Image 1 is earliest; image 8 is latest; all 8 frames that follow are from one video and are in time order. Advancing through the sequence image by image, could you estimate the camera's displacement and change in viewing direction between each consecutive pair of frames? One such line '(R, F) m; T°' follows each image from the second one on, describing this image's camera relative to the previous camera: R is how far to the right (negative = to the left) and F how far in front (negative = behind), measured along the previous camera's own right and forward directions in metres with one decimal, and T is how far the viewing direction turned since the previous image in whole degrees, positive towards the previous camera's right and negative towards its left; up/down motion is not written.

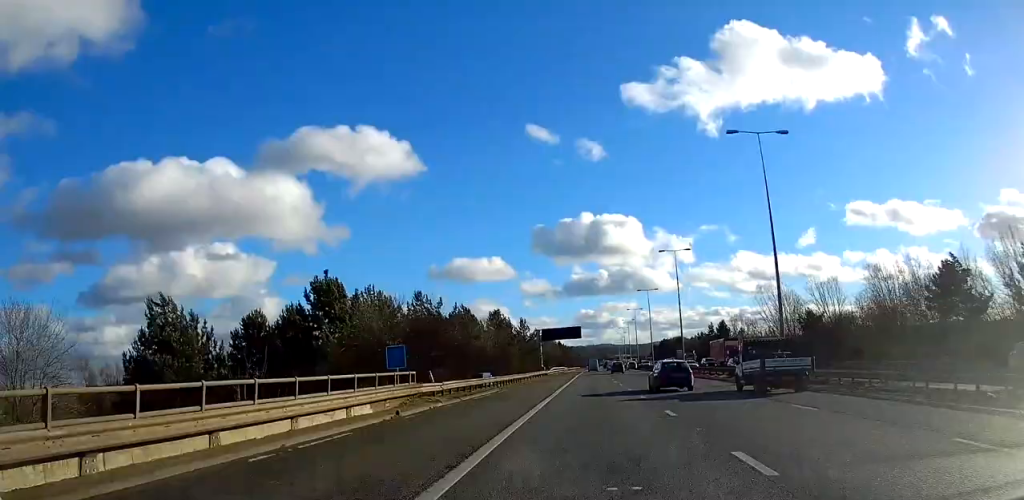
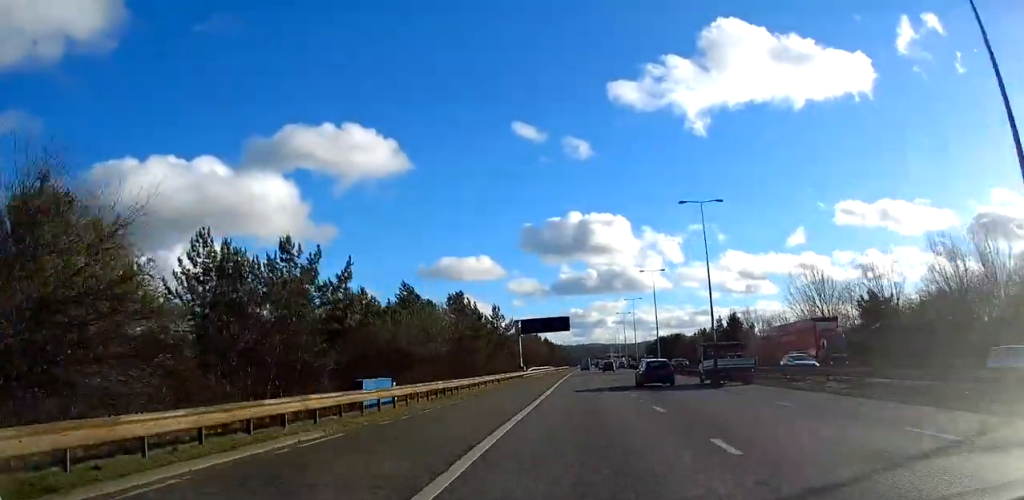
(0.0, +24.8) m; 0°
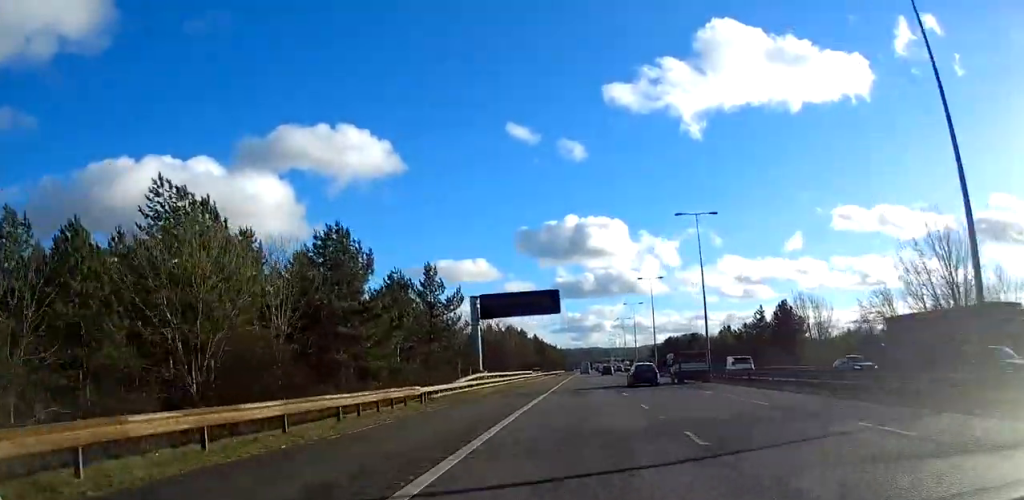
(+0.2, +41.6) m; 0°
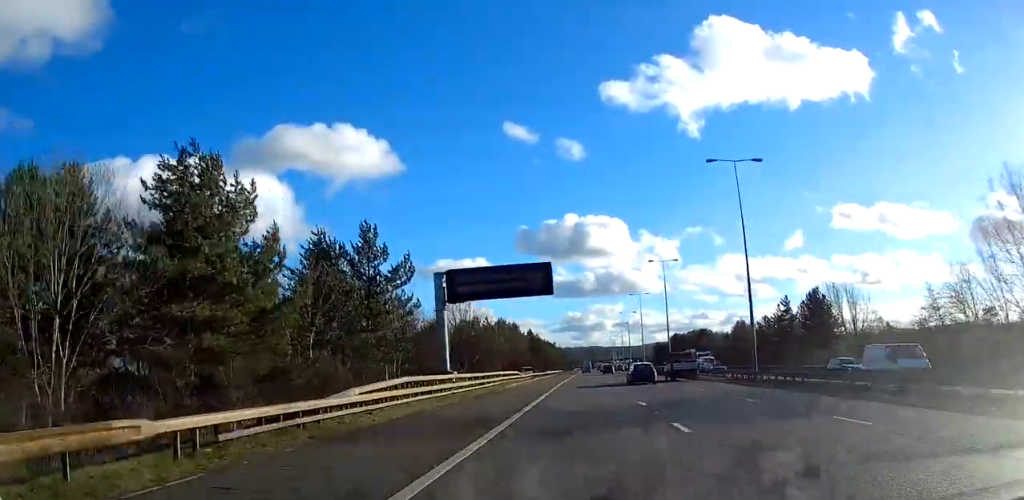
(0.0, +16.0) m; 0°
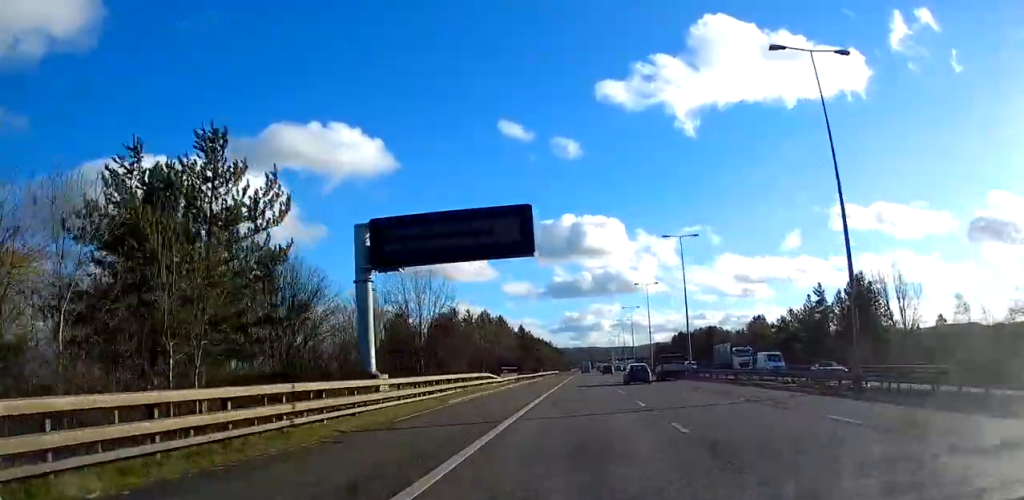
(0.0, +17.8) m; 0°
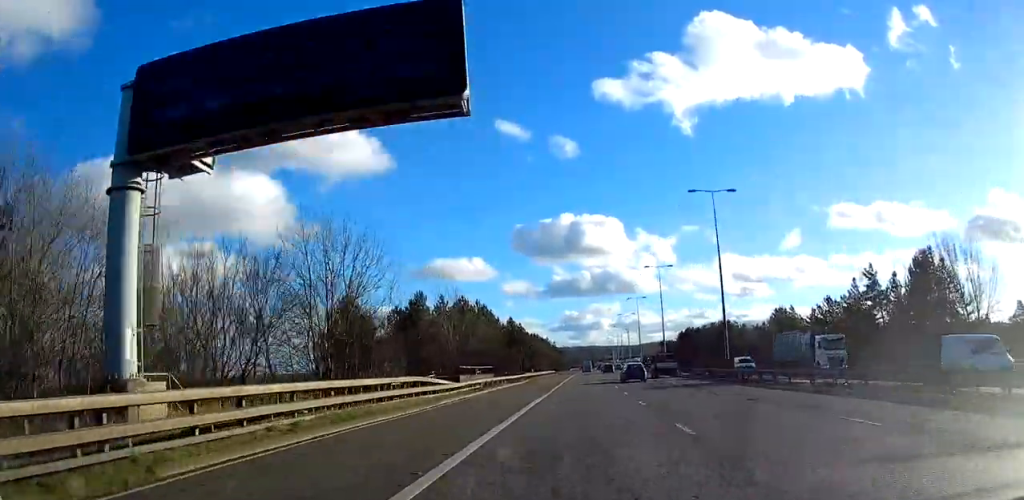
(0.0, +18.7) m; 0°
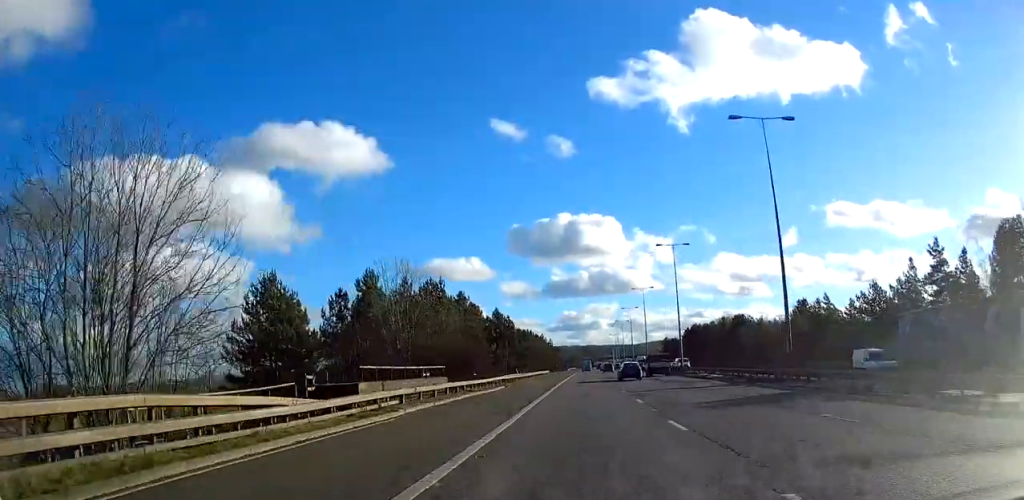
(+0.1, +16.9) m; 0°
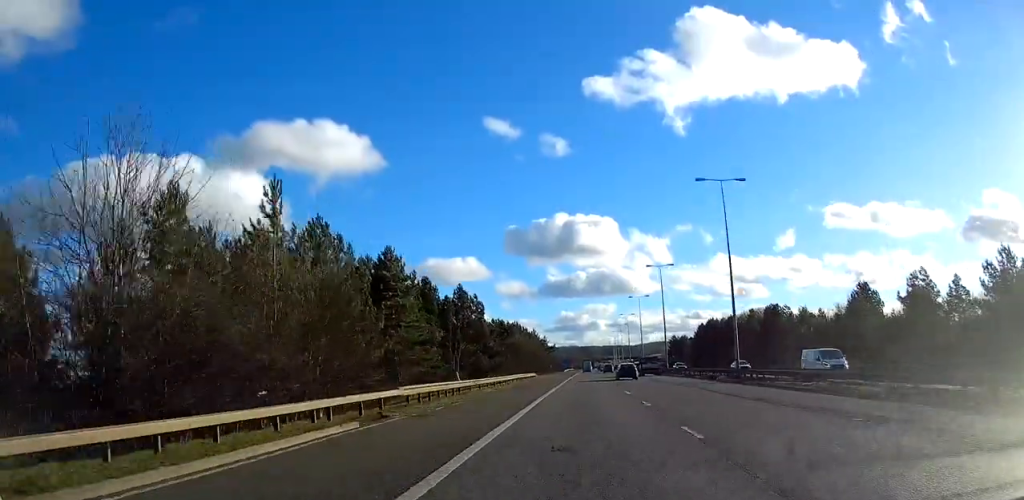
(0.0, +28.4) m; 0°
